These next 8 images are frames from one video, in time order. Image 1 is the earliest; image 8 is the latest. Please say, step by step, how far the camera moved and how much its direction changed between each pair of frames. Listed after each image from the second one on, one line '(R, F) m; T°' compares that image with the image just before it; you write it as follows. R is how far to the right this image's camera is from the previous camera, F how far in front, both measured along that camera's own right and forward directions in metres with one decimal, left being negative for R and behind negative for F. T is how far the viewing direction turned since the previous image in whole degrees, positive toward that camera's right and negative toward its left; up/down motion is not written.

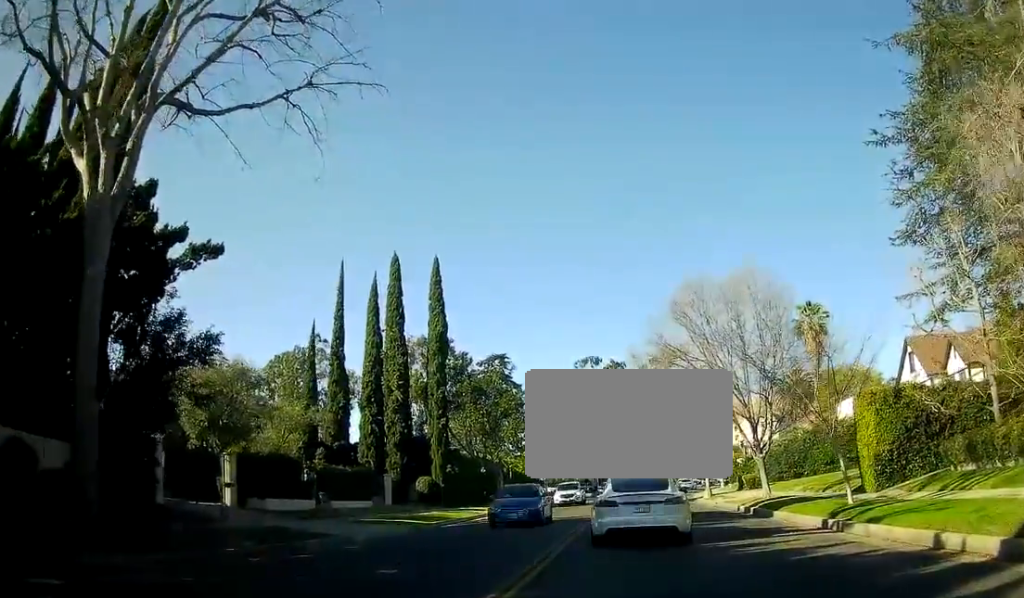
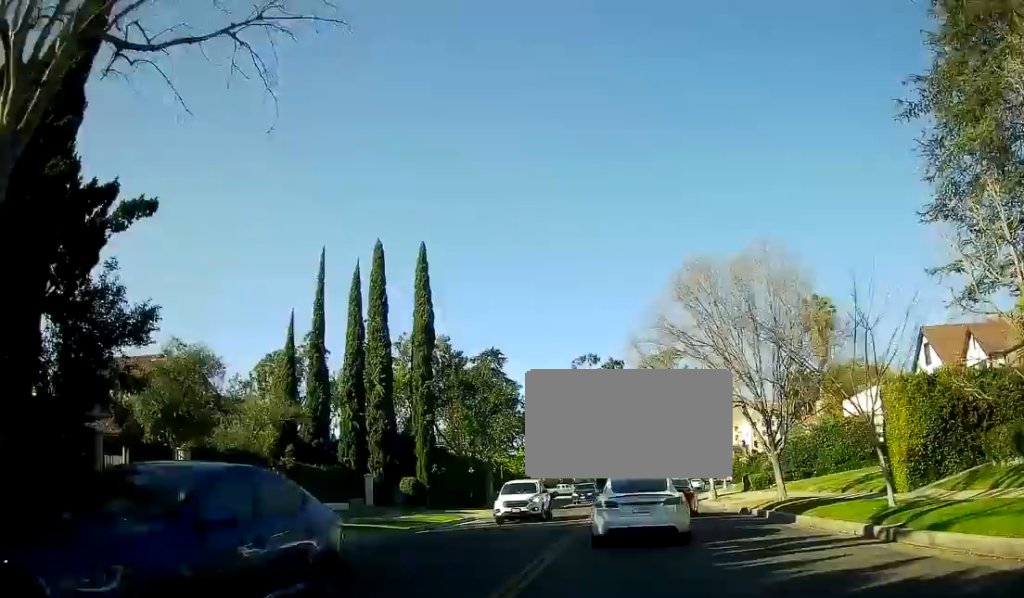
(0.0, +3.4) m; 0°
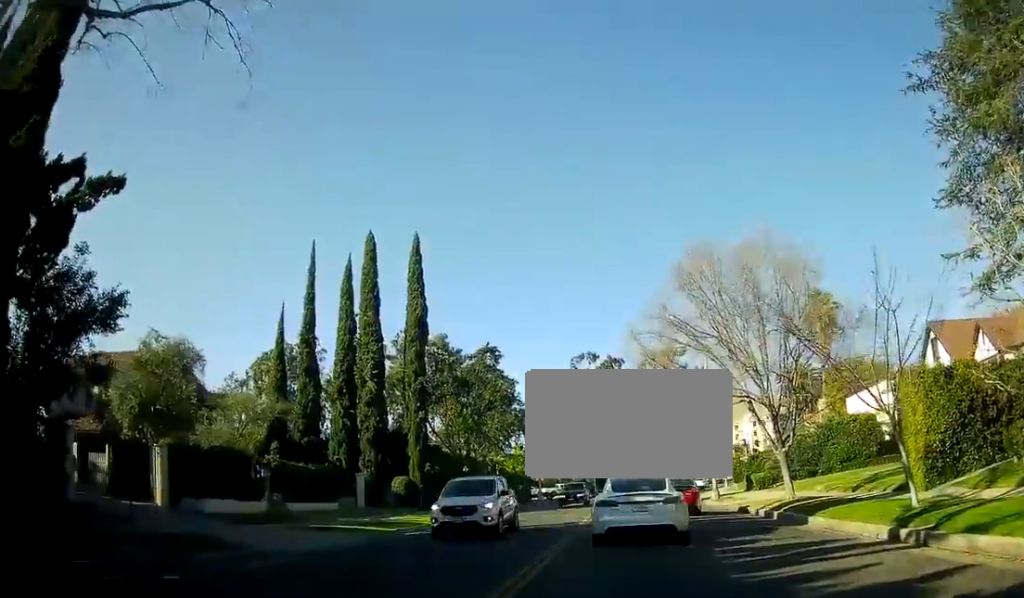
(0.0, +1.5) m; 0°
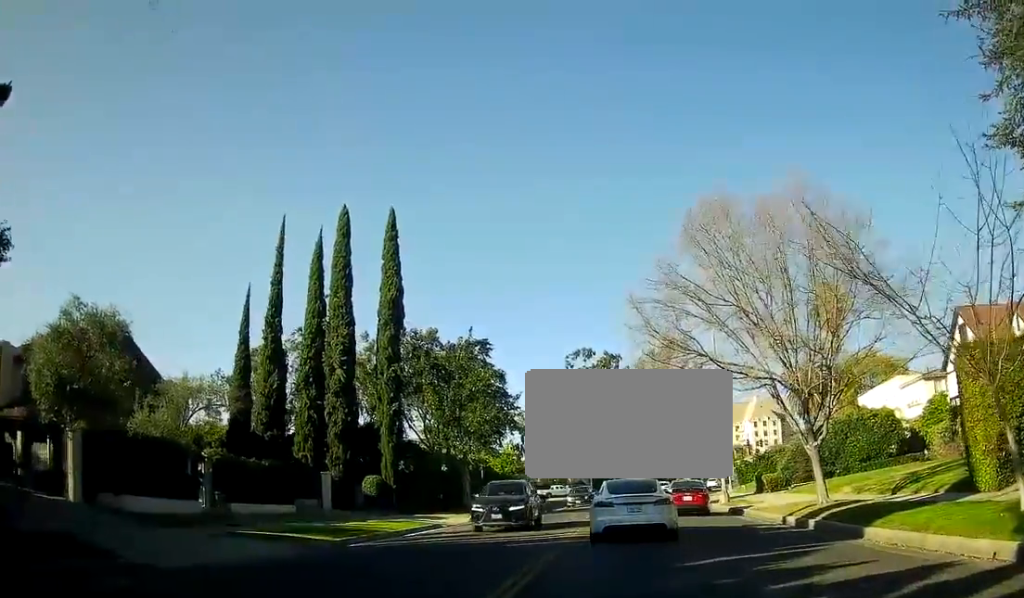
(0.0, +5.4) m; 0°
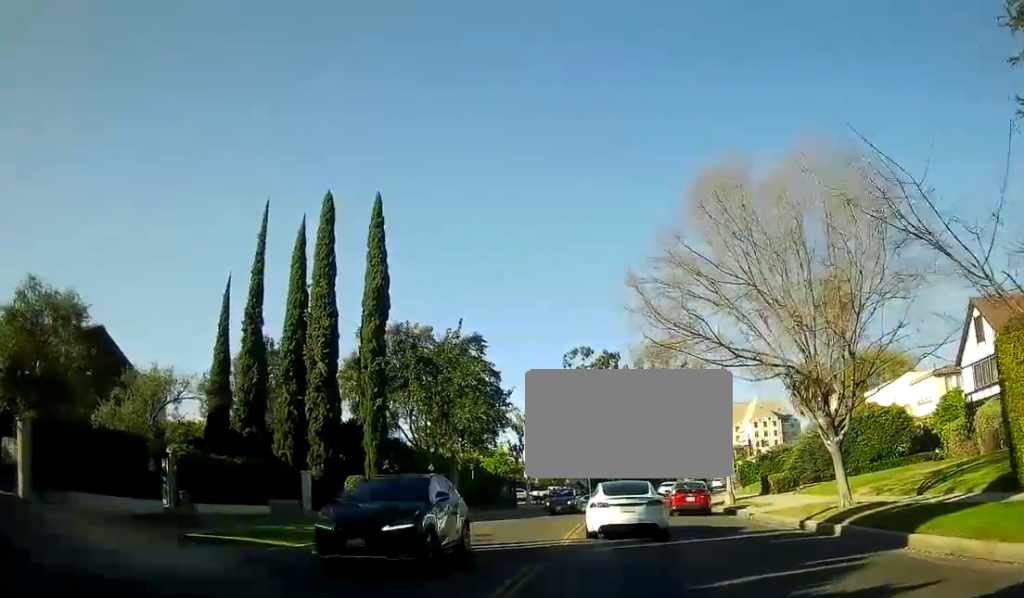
(0.0, +3.0) m; +1°
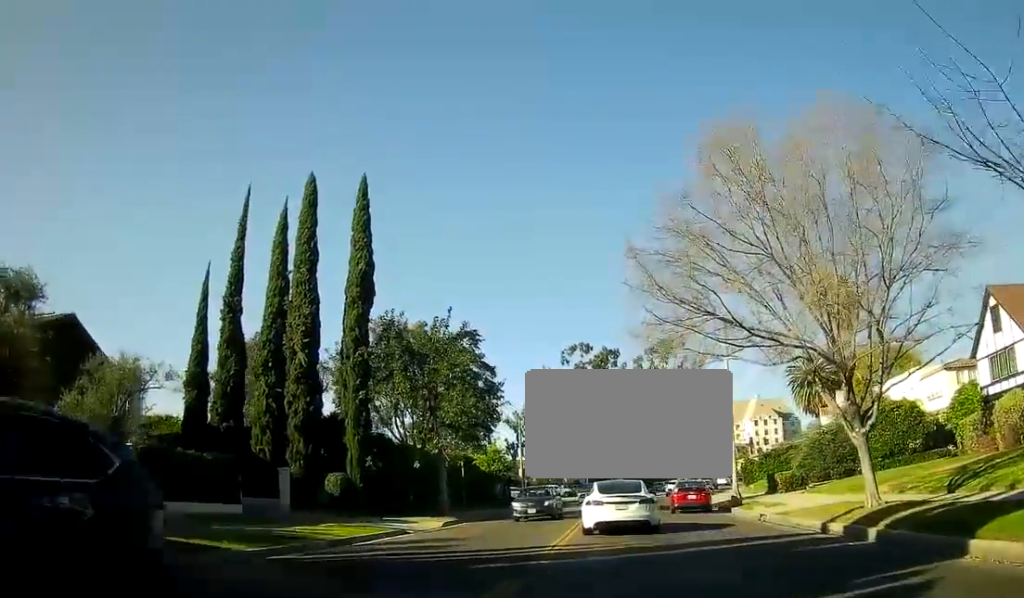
(0.0, +3.0) m; +1°
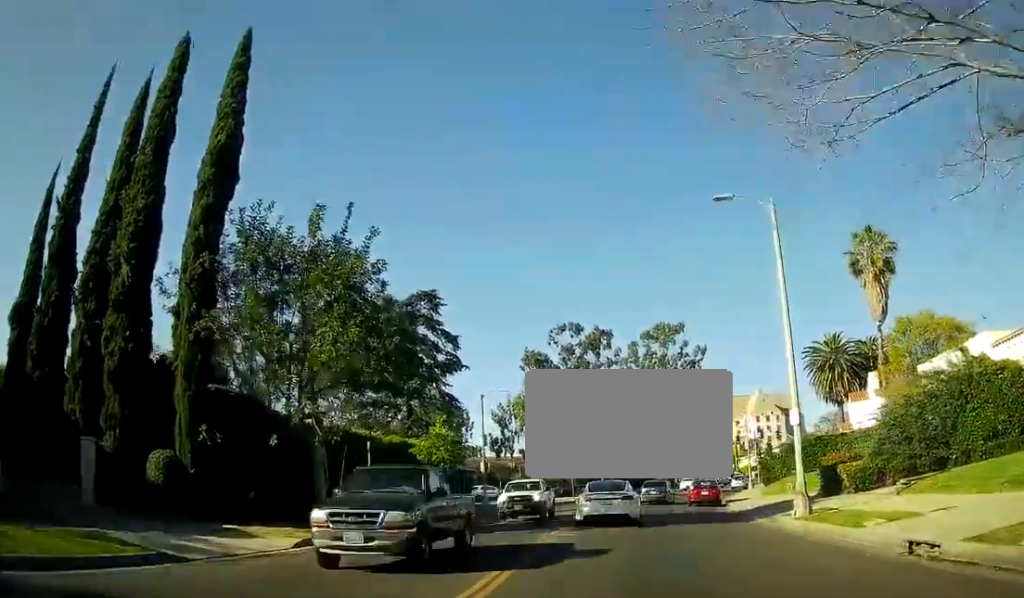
(+0.2, +16.2) m; +1°
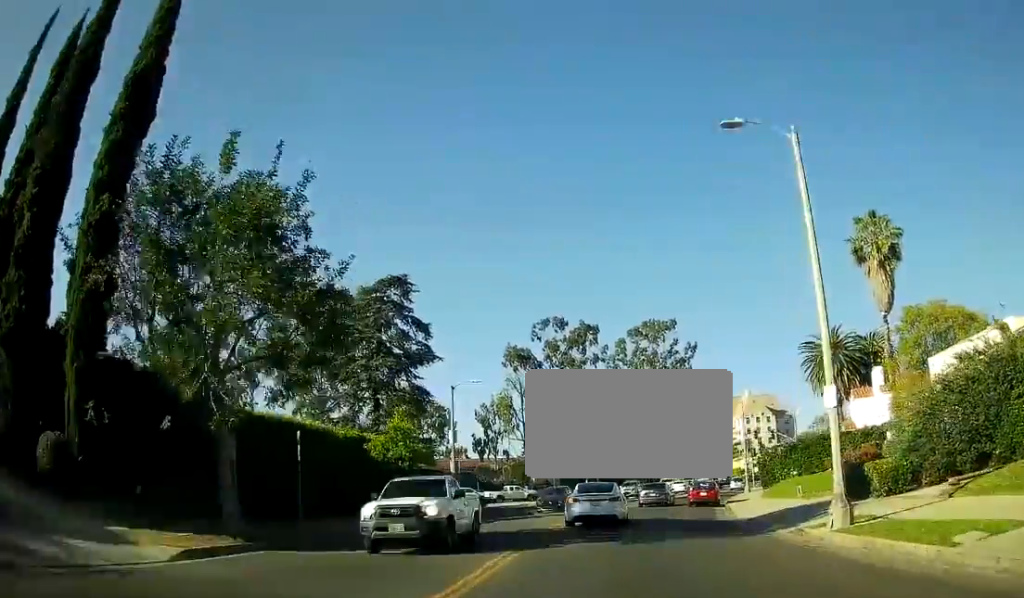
(0.0, +5.6) m; +1°
